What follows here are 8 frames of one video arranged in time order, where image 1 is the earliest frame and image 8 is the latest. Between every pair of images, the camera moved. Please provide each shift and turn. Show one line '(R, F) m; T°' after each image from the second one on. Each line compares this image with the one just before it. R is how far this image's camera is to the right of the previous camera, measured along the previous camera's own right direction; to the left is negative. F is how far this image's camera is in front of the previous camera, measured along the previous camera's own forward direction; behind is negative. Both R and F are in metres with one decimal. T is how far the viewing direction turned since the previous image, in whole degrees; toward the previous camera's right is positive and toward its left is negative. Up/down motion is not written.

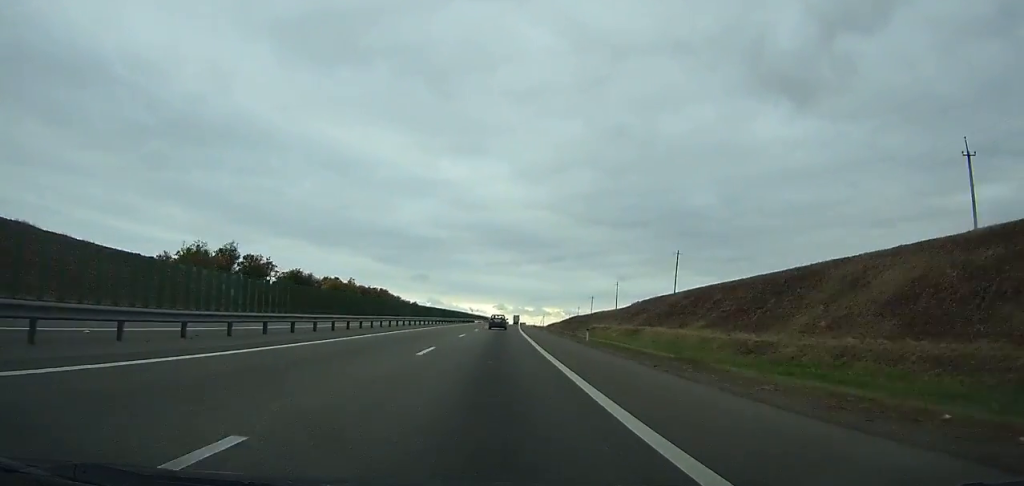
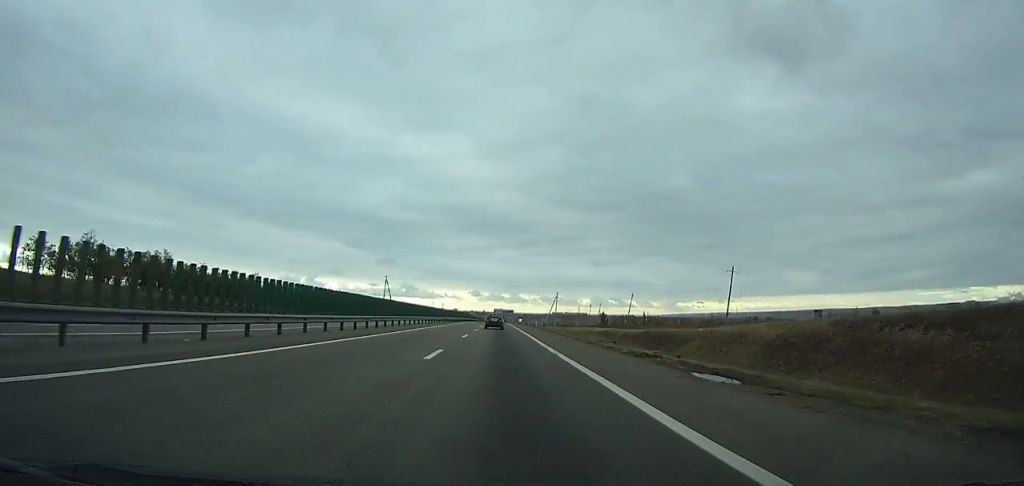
(+12.0, +289.3) m; +3°
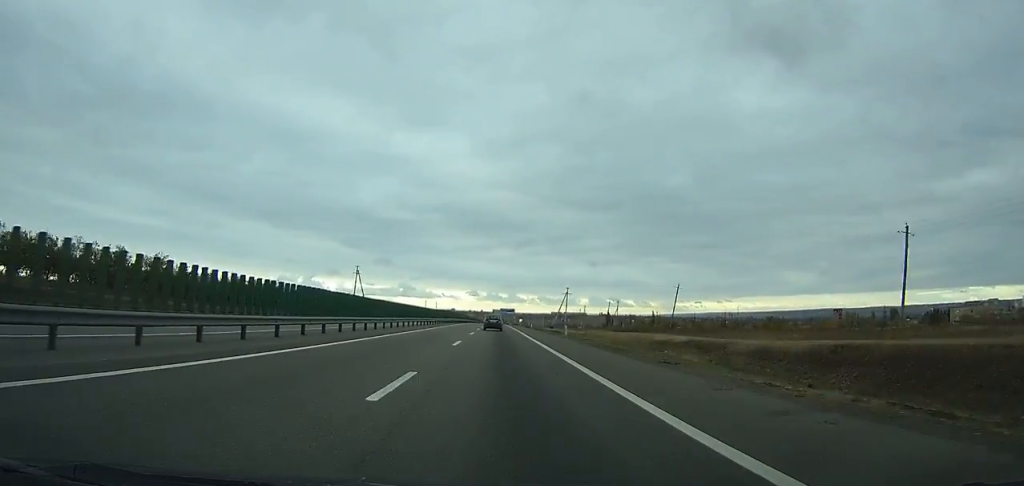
(0.0, +40.4) m; 0°
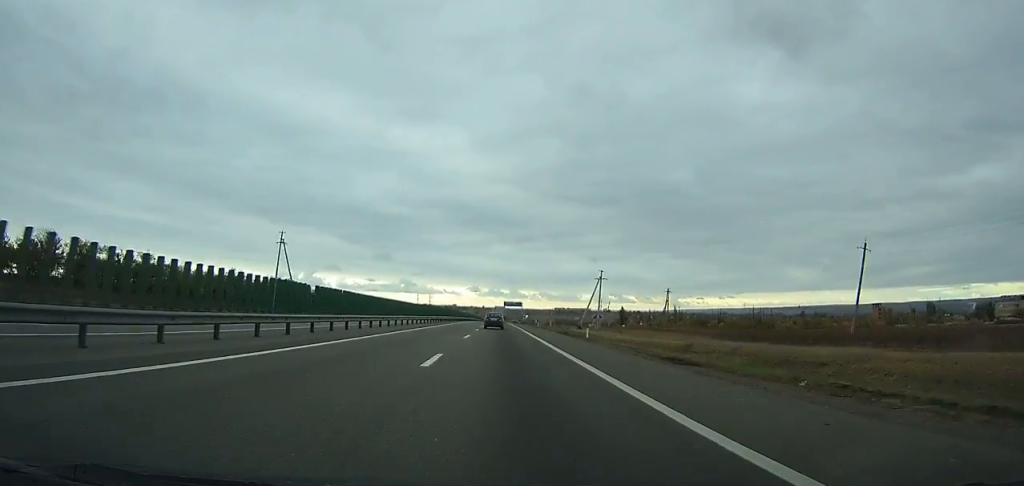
(+0.1, +58.8) m; 0°
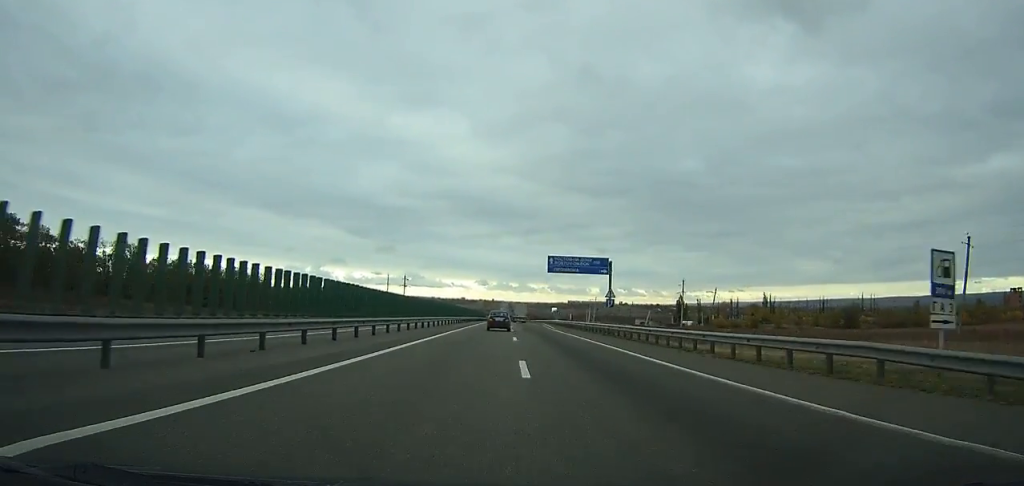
(-1.1, +143.9) m; -1°
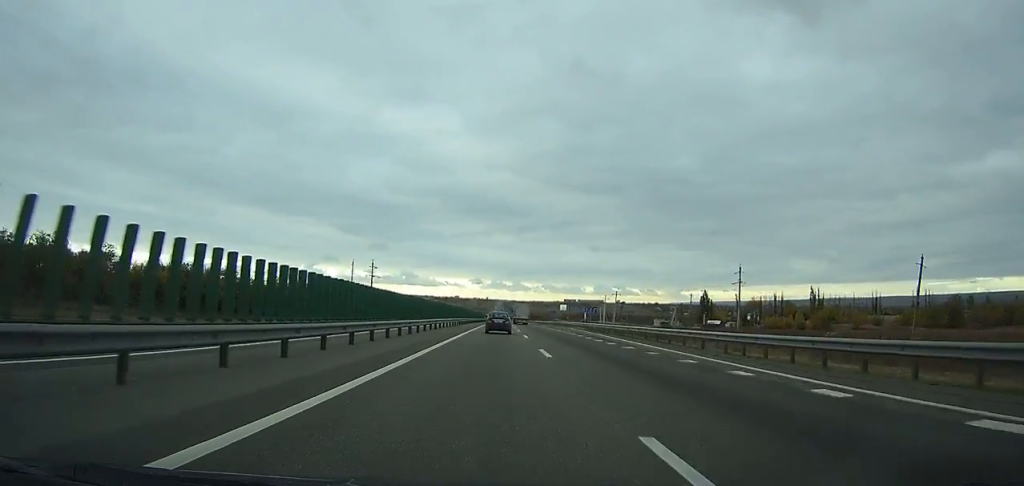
(-0.4, +57.5) m; 0°
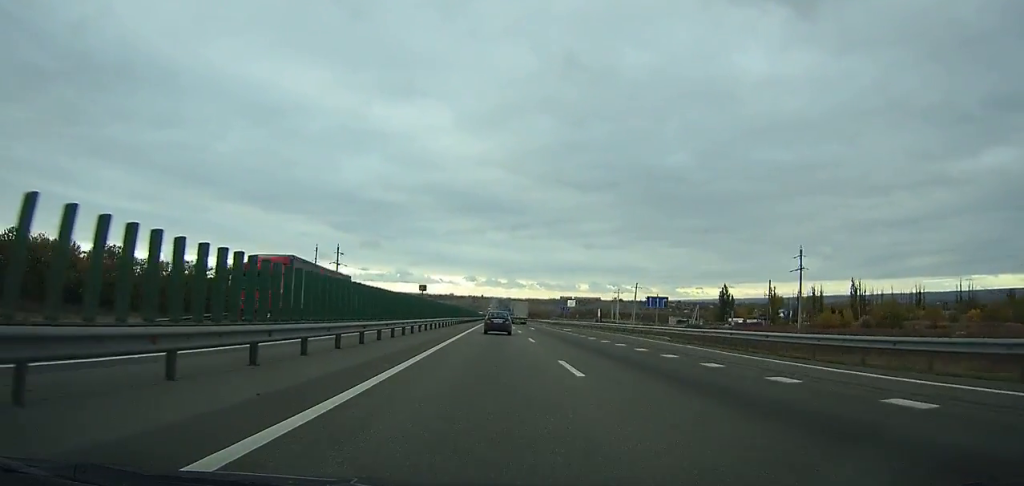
(+0.3, +38.6) m; 0°
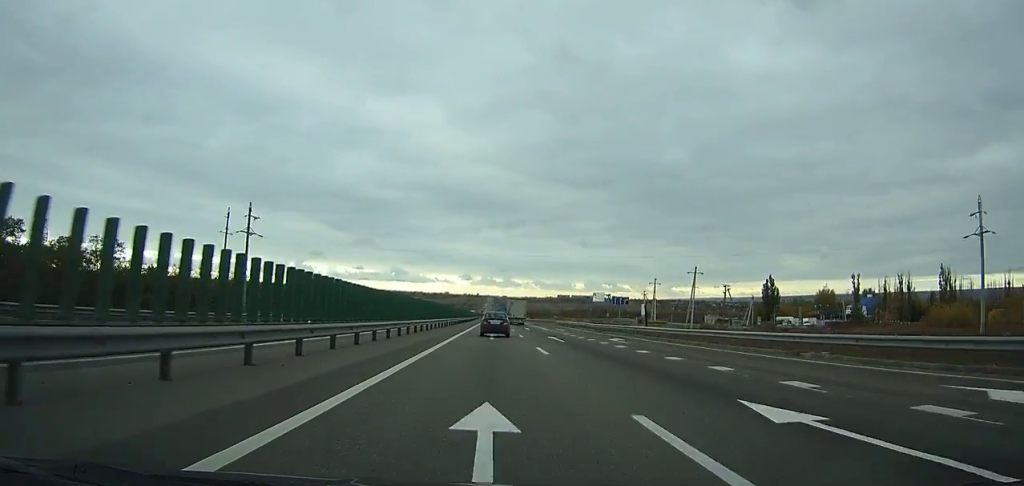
(+0.2, +56.4) m; 0°
